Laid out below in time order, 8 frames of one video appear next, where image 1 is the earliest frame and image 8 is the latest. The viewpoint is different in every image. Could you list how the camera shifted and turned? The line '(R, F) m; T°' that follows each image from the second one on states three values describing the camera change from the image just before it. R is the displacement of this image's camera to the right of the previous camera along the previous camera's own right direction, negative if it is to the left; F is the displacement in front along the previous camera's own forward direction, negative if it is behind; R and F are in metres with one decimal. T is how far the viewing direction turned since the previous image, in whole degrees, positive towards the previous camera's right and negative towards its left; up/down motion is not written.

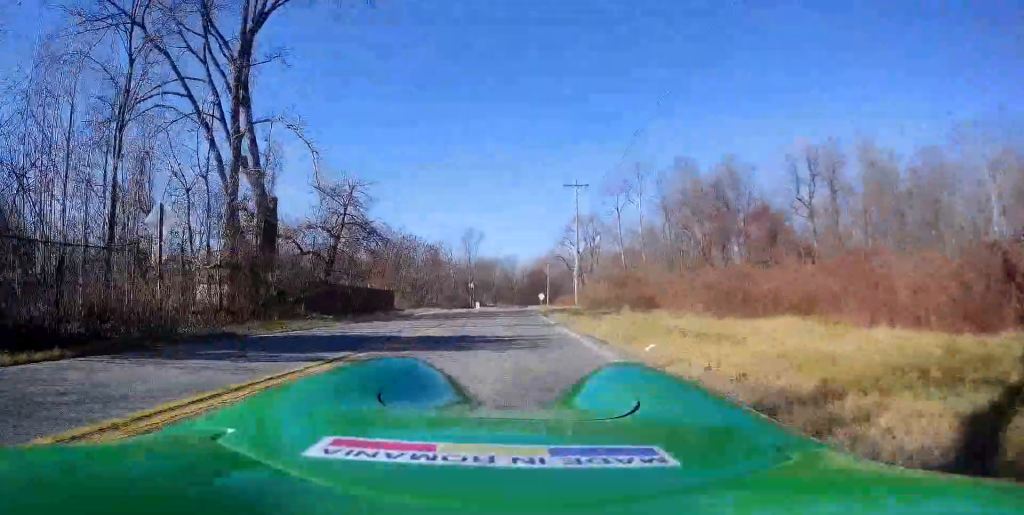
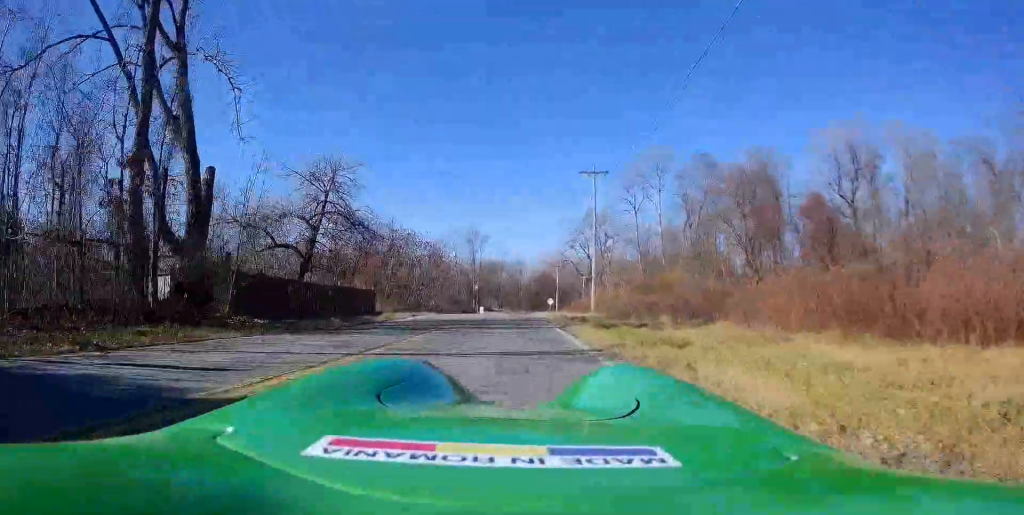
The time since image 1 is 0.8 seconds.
(0.0, +7.9) m; 0°
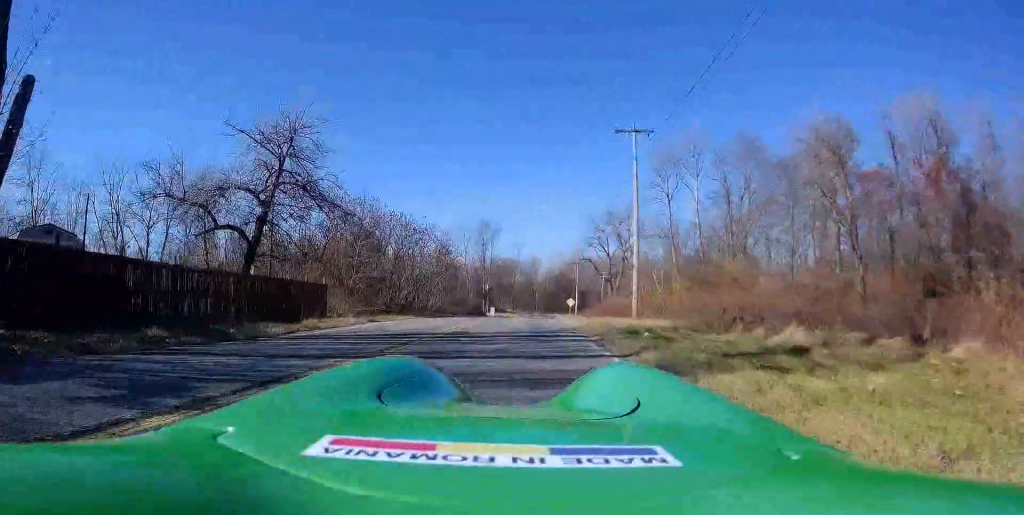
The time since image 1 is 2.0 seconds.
(-0.7, +12.2) m; -13°
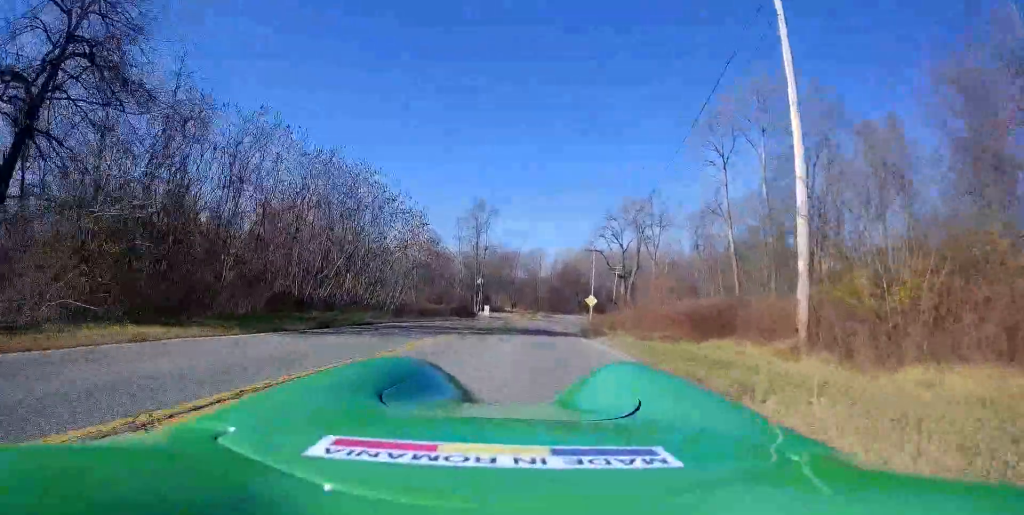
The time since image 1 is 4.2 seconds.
(-5.5, +20.7) m; -20°
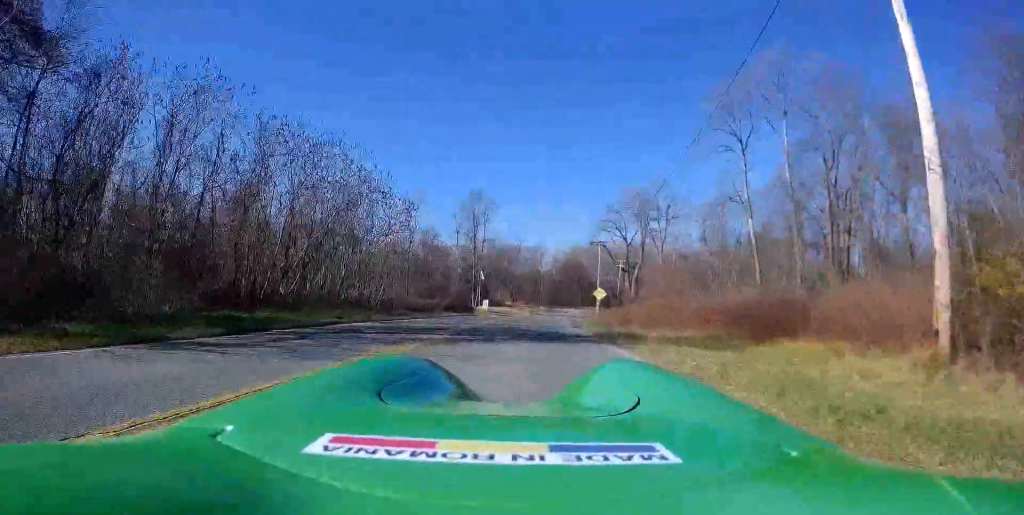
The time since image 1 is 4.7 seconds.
(0.0, +4.8) m; 0°
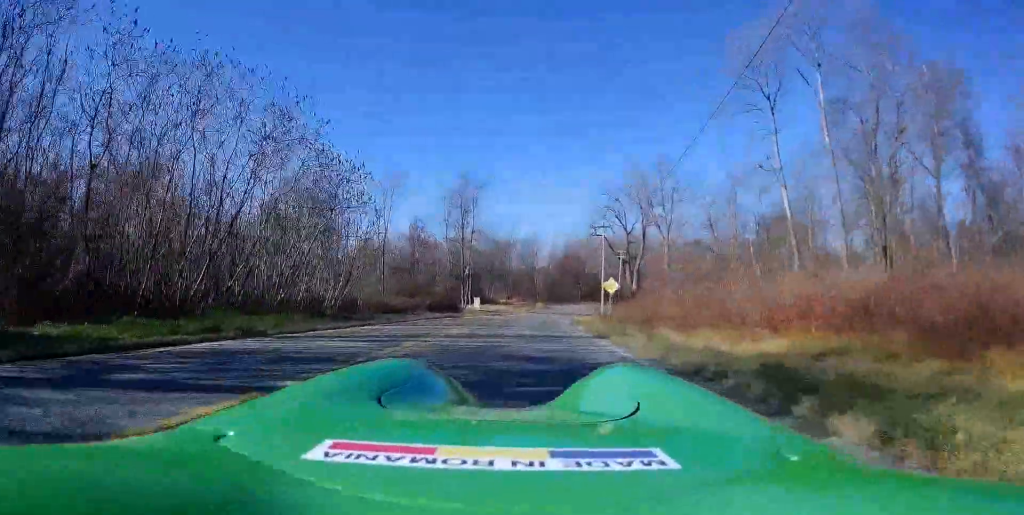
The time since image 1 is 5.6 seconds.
(0.0, +7.7) m; +12°
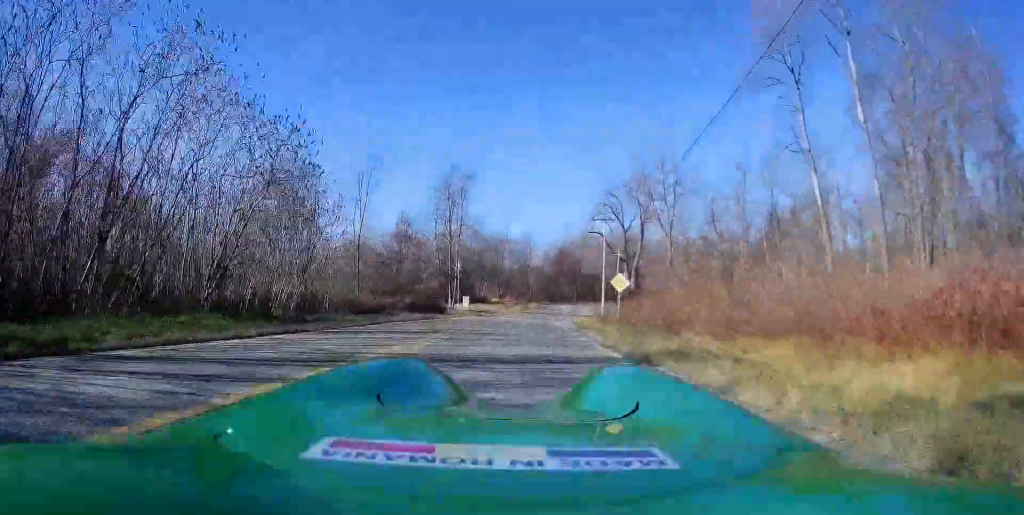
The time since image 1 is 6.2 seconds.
(+0.8, +4.7) m; 0°
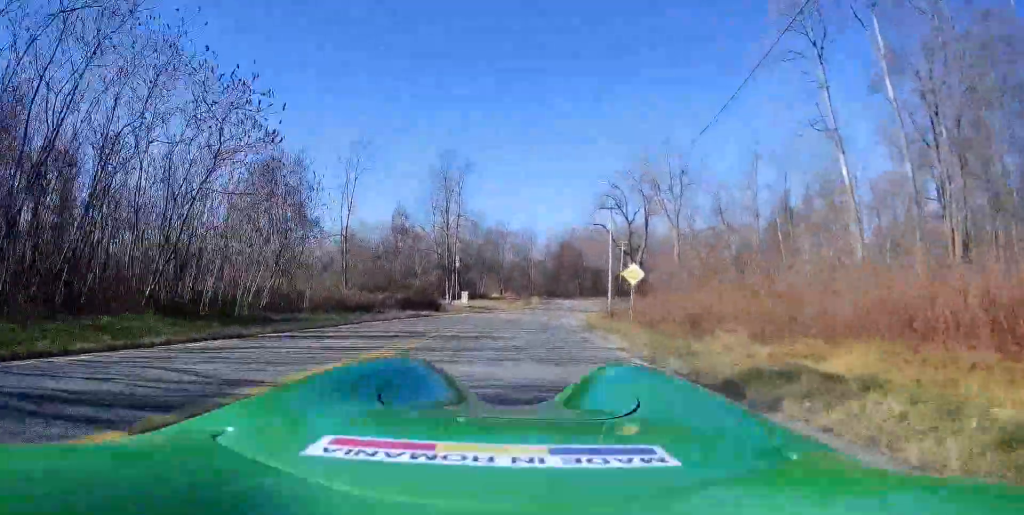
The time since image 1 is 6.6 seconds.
(+1.0, +3.3) m; -2°
